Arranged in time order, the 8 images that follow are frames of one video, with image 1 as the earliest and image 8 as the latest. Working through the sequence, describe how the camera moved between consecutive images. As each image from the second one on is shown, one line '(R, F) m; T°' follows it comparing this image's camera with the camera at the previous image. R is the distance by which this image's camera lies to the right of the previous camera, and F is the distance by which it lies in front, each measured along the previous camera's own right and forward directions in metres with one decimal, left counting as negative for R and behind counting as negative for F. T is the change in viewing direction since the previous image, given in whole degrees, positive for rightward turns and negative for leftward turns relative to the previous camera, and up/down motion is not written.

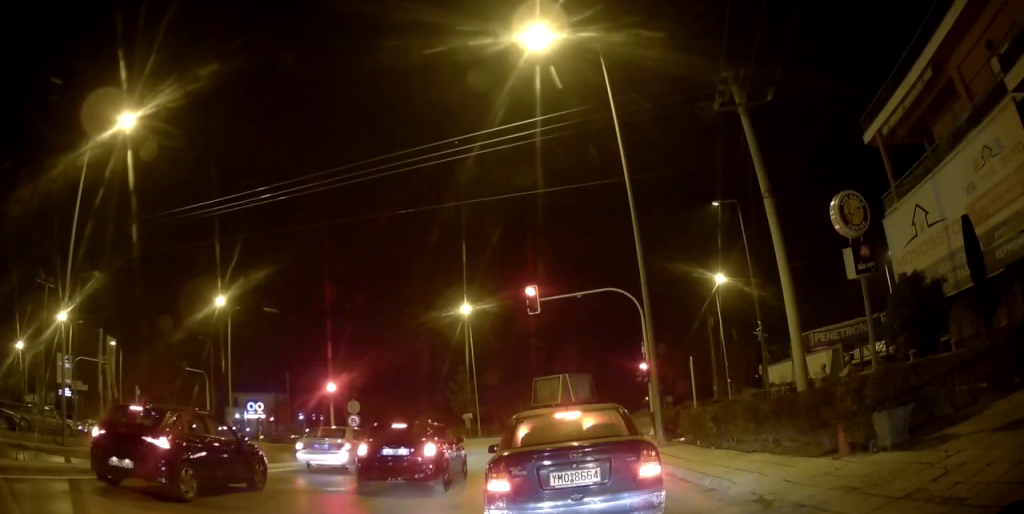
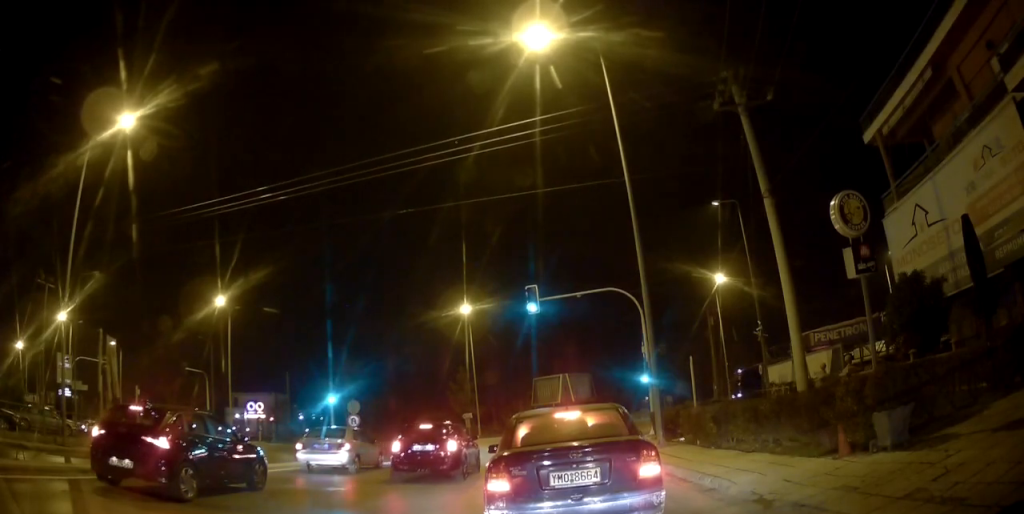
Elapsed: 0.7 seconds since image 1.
(0.0, 0.0) m; 0°
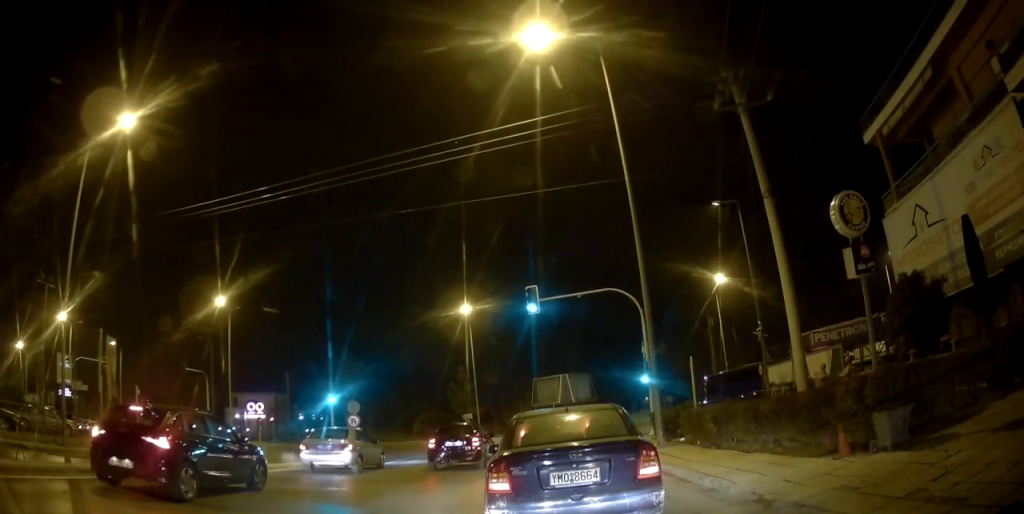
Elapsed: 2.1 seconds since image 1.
(0.0, +0.1) m; 0°
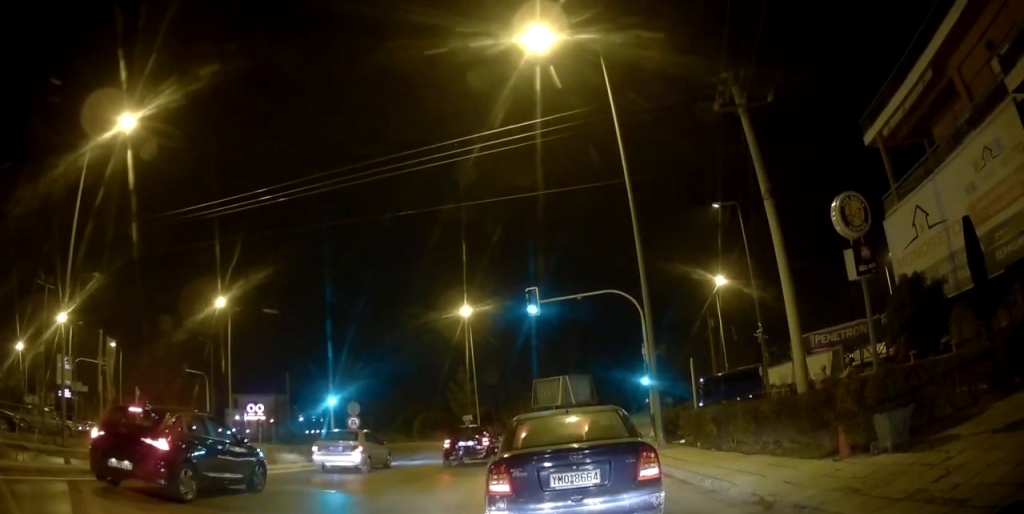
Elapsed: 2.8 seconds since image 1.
(0.0, 0.0) m; 0°
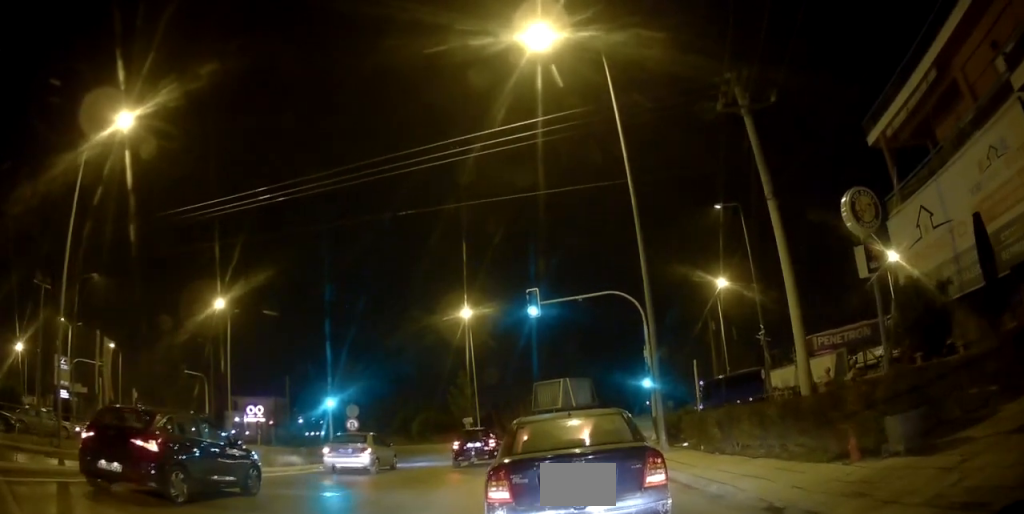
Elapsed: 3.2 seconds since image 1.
(-0.1, +0.1) m; 0°
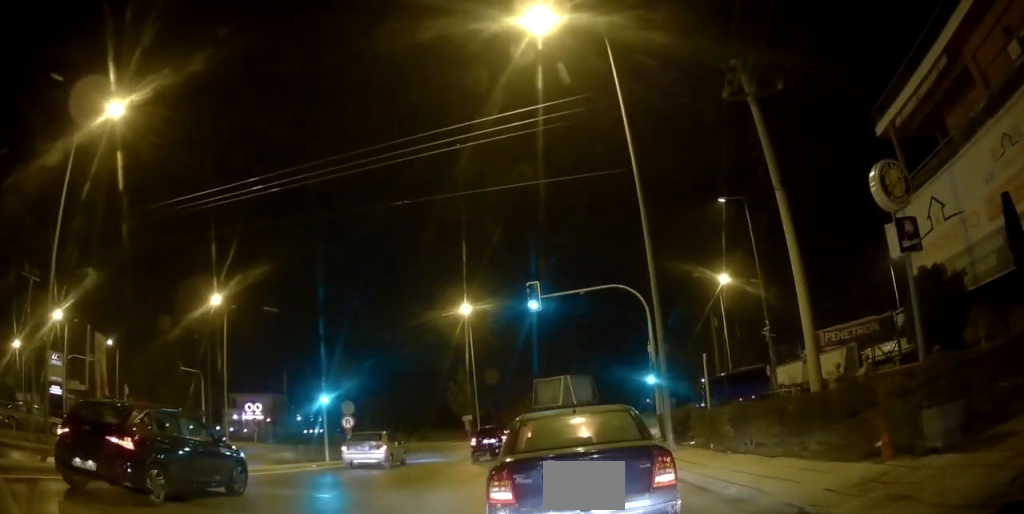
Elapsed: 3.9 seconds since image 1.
(-0.2, +0.4) m; 0°
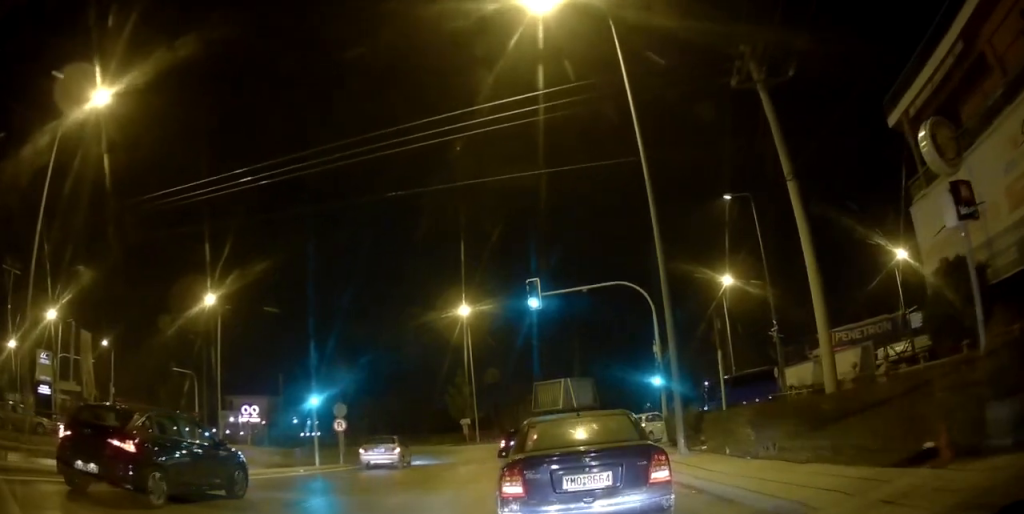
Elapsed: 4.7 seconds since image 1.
(+0.3, +1.1) m; +4°
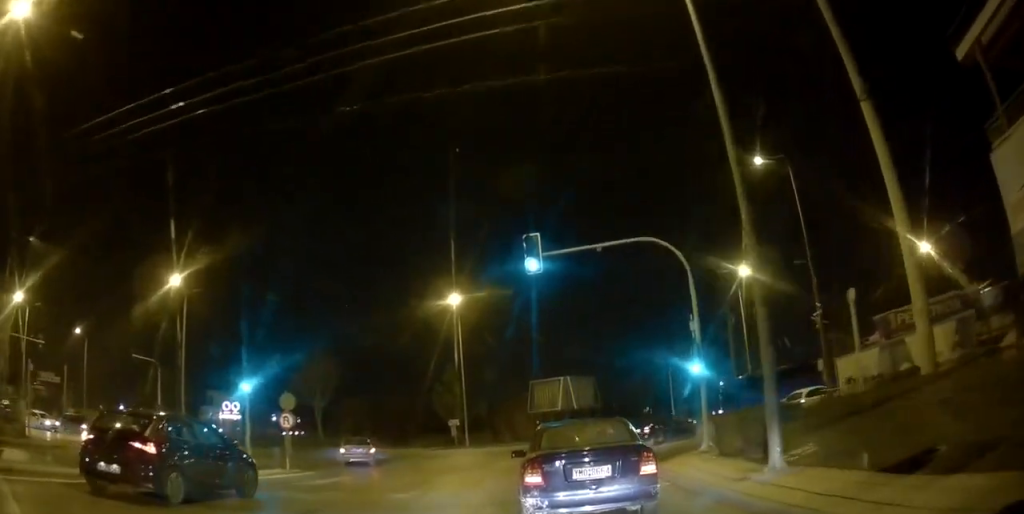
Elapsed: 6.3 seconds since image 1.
(0.0, +4.7) m; -1°
